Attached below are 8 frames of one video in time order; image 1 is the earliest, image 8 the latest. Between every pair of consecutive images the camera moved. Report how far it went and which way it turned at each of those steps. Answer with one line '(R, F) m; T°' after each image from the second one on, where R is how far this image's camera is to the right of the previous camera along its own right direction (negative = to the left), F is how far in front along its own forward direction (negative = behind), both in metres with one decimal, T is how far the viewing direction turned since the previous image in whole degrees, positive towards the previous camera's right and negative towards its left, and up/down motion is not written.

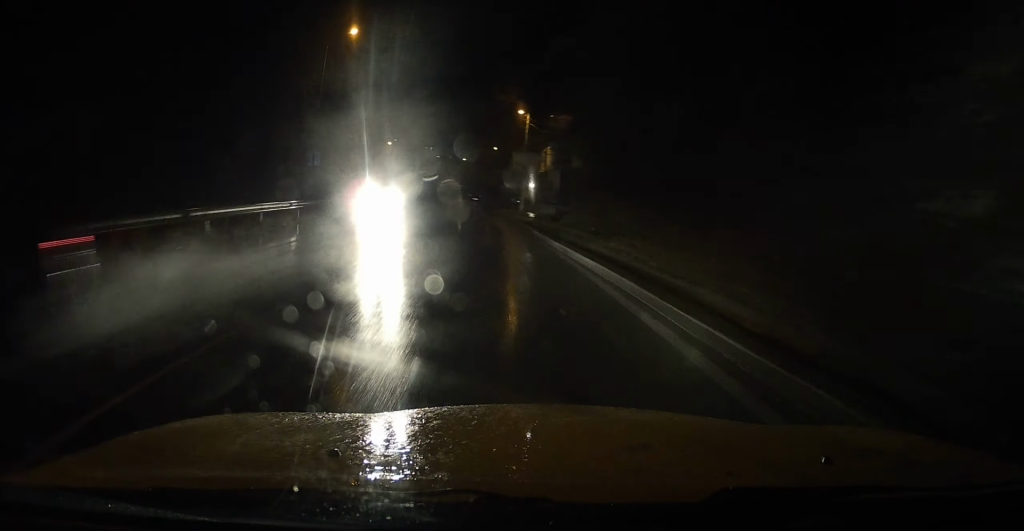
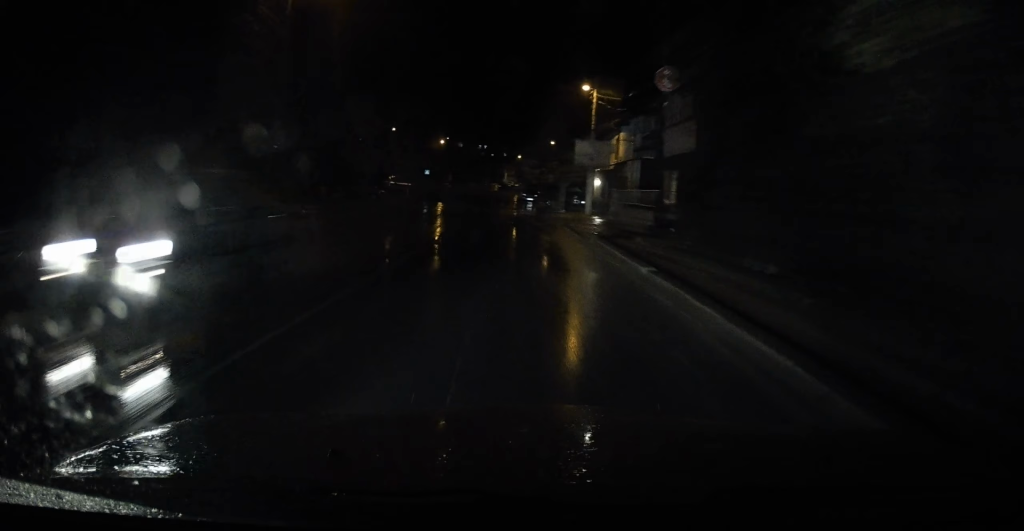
(-0.6, +10.7) m; -5°
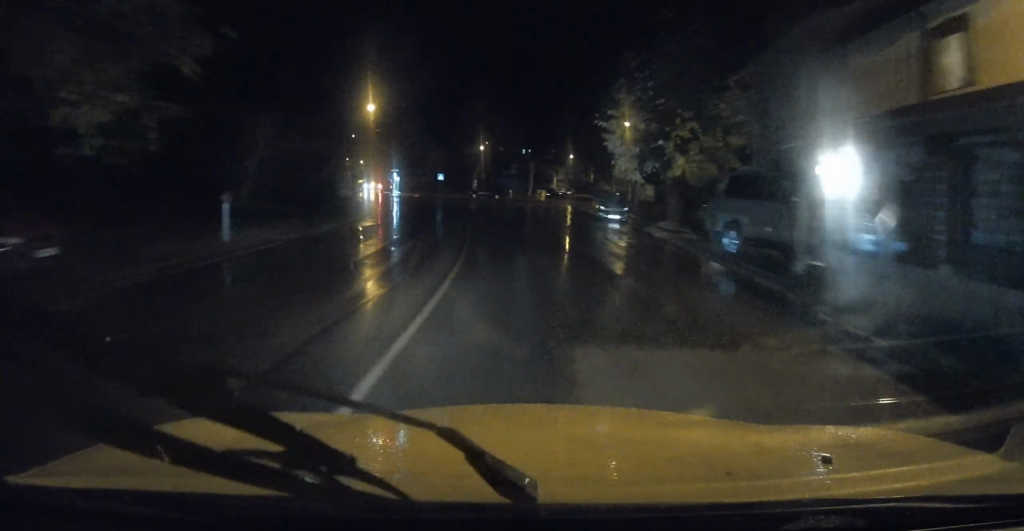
(-2.5, +35.6) m; -8°
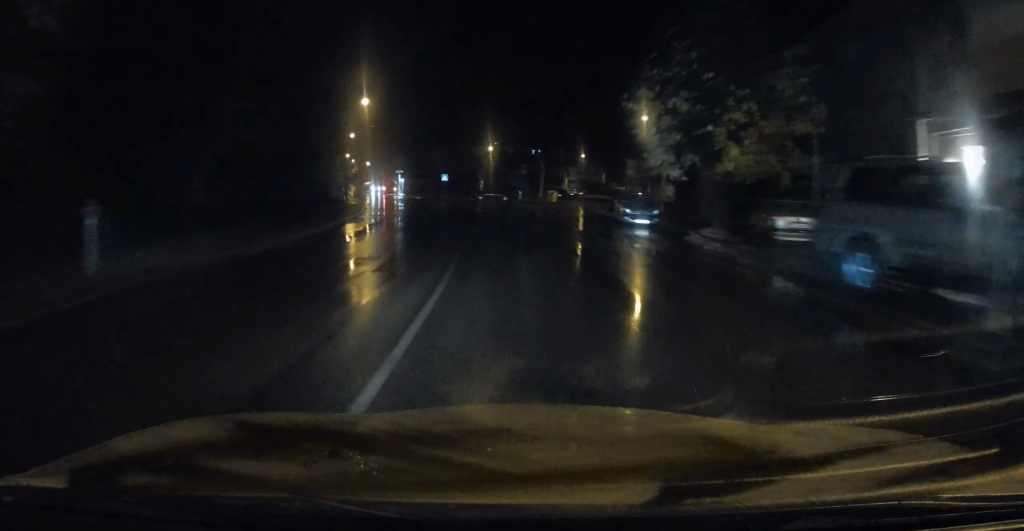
(-0.1, +5.2) m; -1°
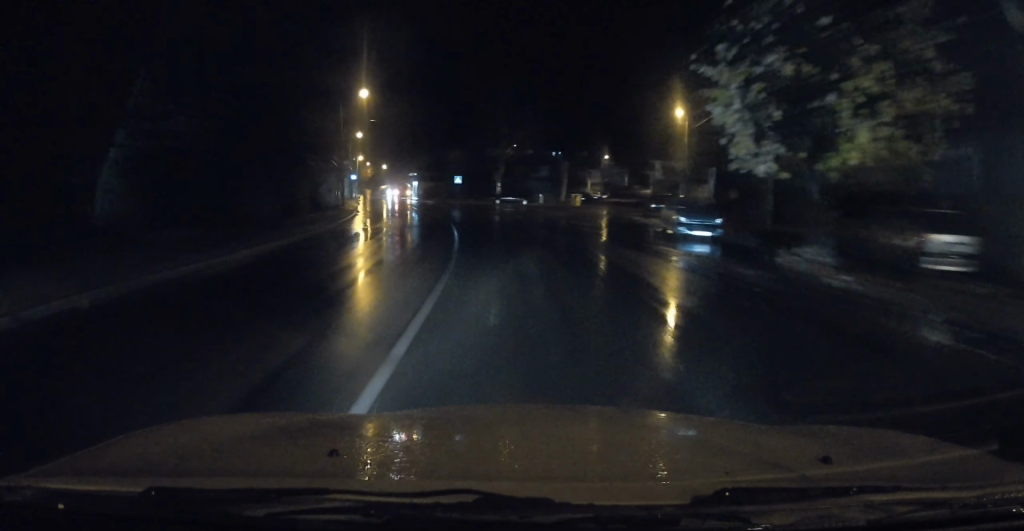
(+0.1, +6.5) m; -2°
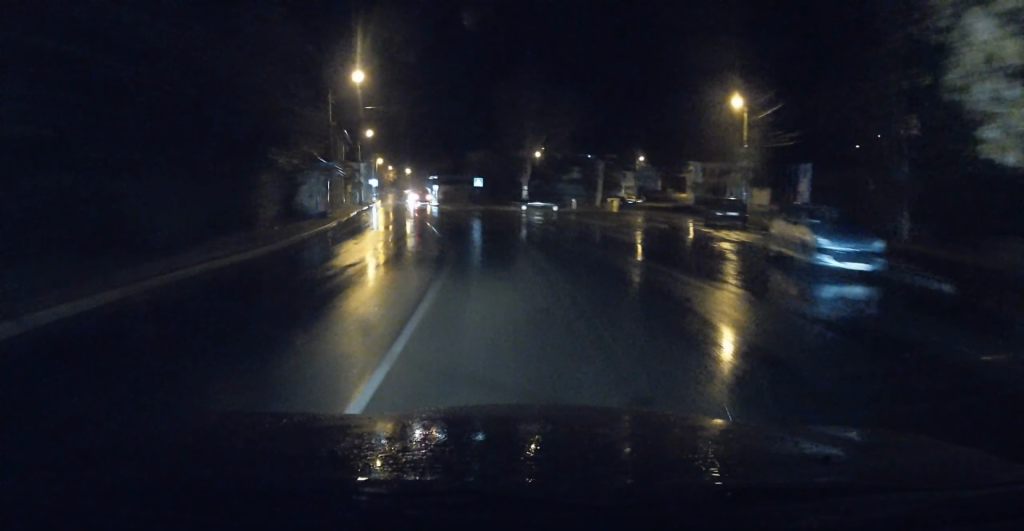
(-0.4, +8.8) m; -3°
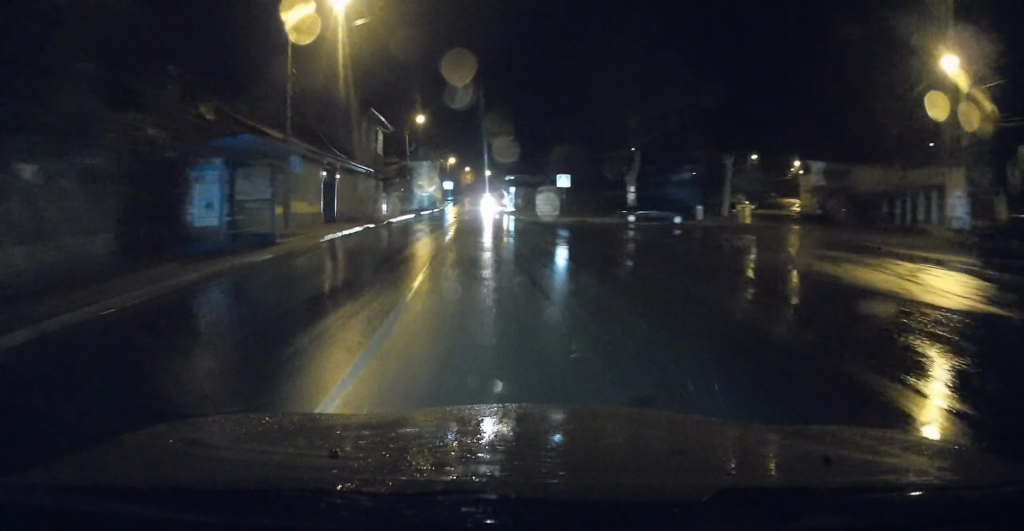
(-0.9, +17.7) m; -6°
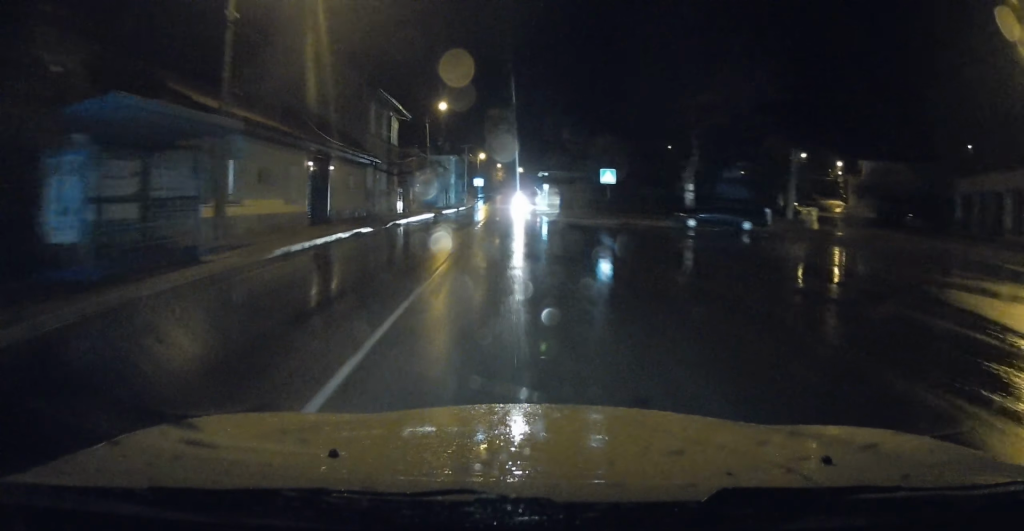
(-0.2, +6.8) m; -1°
